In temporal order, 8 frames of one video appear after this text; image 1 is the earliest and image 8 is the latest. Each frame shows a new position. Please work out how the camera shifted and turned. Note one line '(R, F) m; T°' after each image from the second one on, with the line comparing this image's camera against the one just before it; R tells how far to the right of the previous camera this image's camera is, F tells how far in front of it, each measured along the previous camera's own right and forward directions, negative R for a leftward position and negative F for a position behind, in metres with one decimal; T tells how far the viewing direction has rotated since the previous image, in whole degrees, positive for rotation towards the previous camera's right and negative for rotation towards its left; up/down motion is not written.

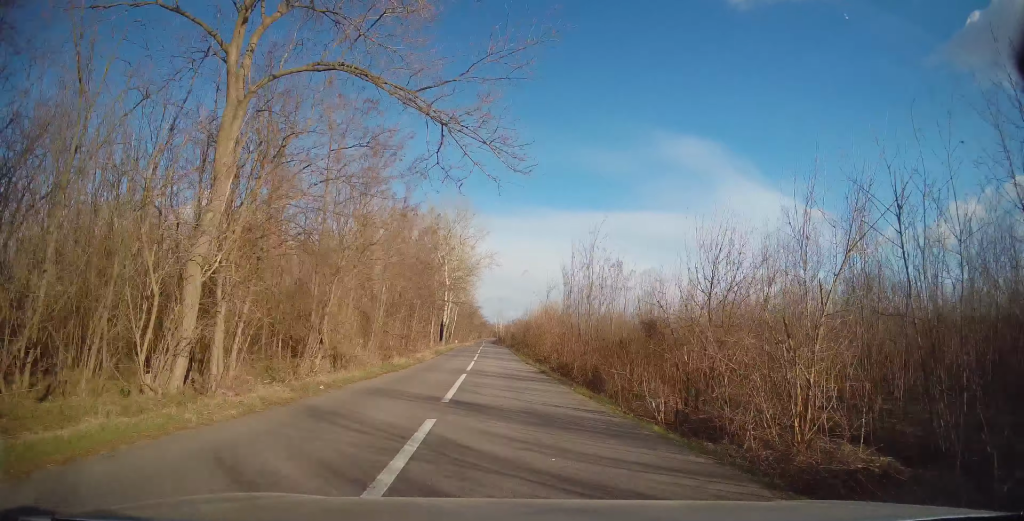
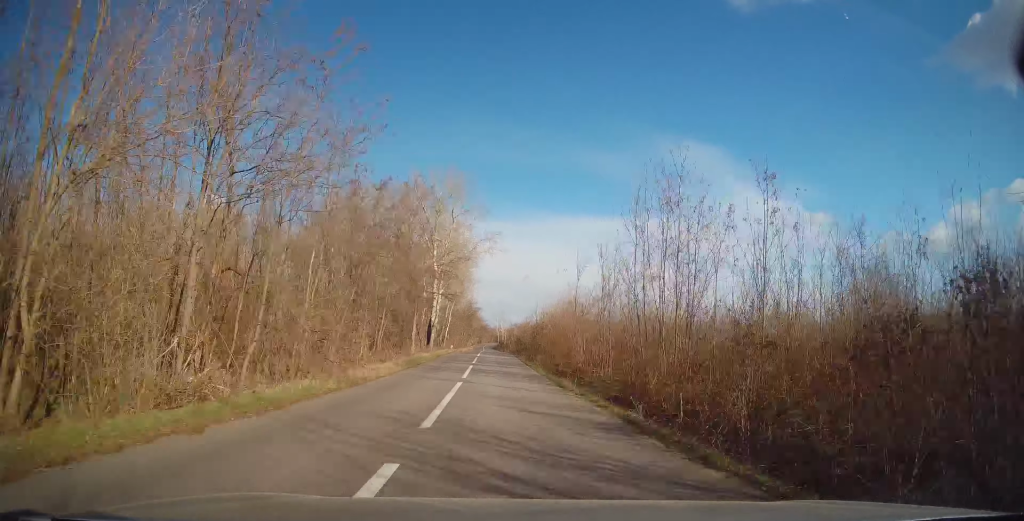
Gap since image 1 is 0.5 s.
(0.0, +14.3) m; 0°
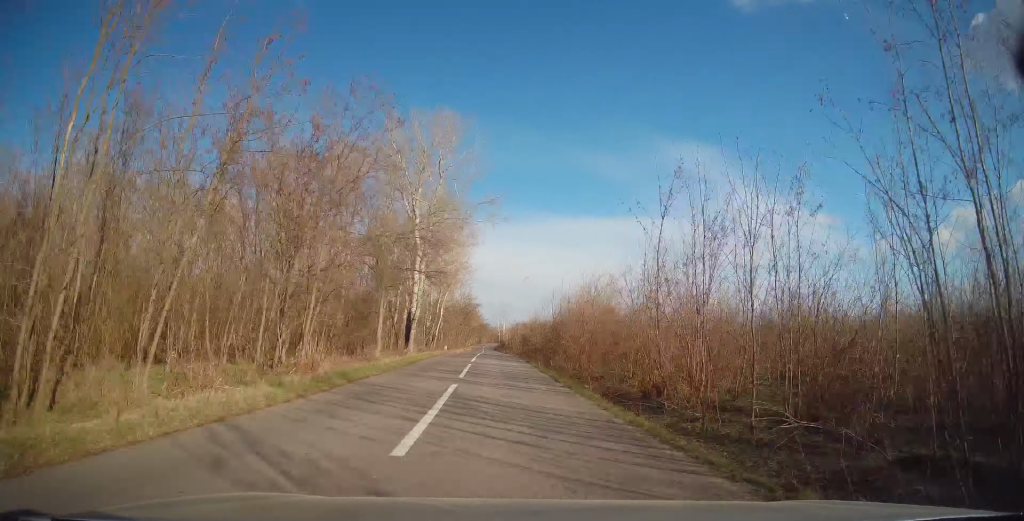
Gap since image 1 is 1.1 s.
(-0.3, +14.8) m; 0°
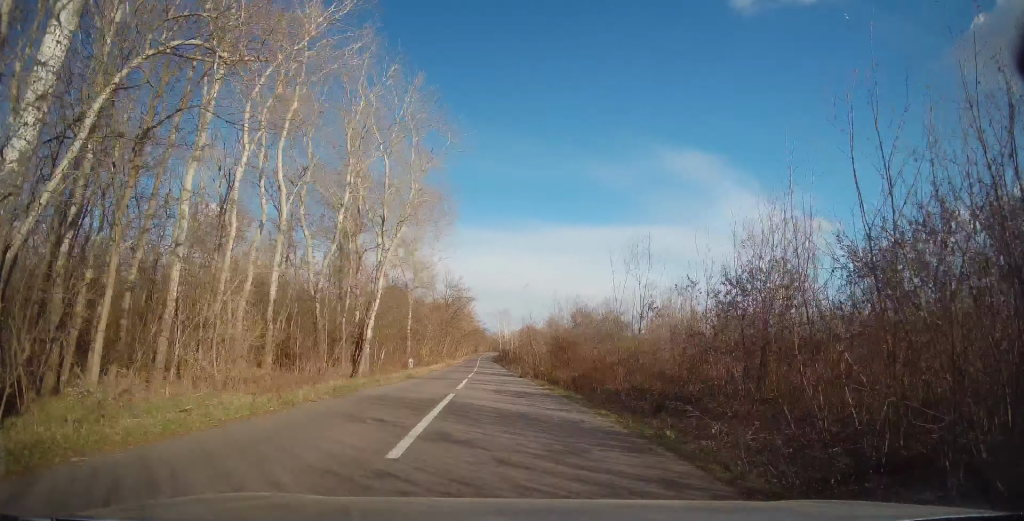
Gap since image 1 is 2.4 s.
(+0.3, +35.4) m; 0°
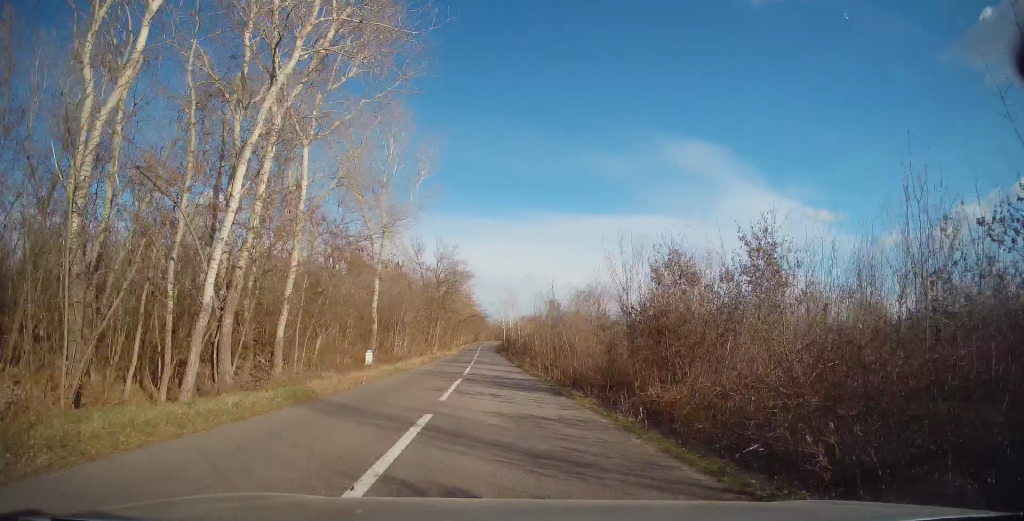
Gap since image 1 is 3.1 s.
(-0.3, +18.1) m; -1°
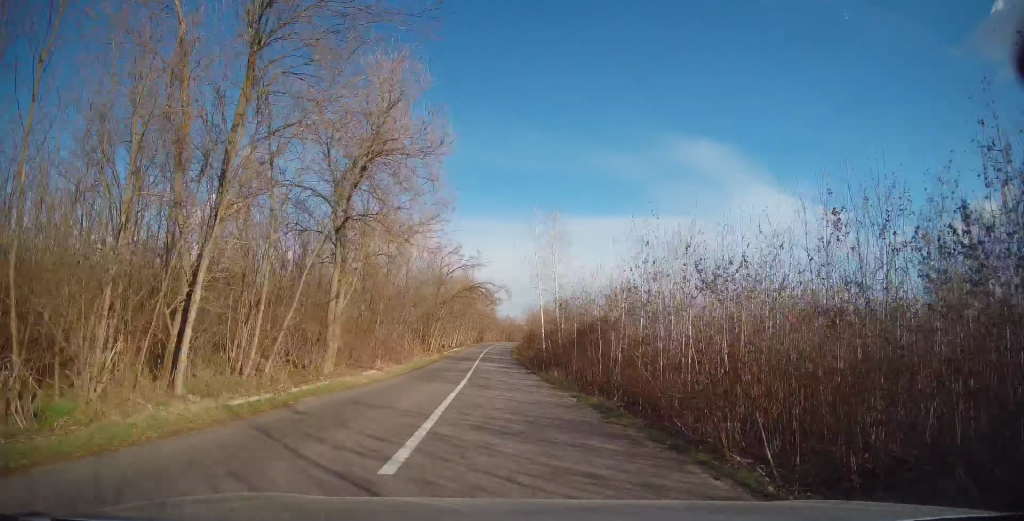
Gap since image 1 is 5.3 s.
(+0.8, +55.7) m; +1°
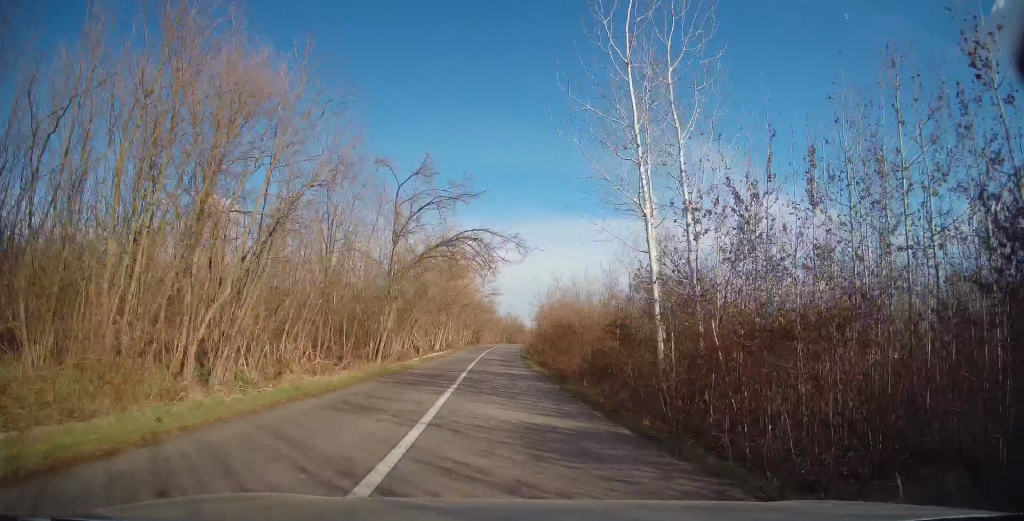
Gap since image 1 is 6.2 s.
(-0.6, +25.3) m; -1°
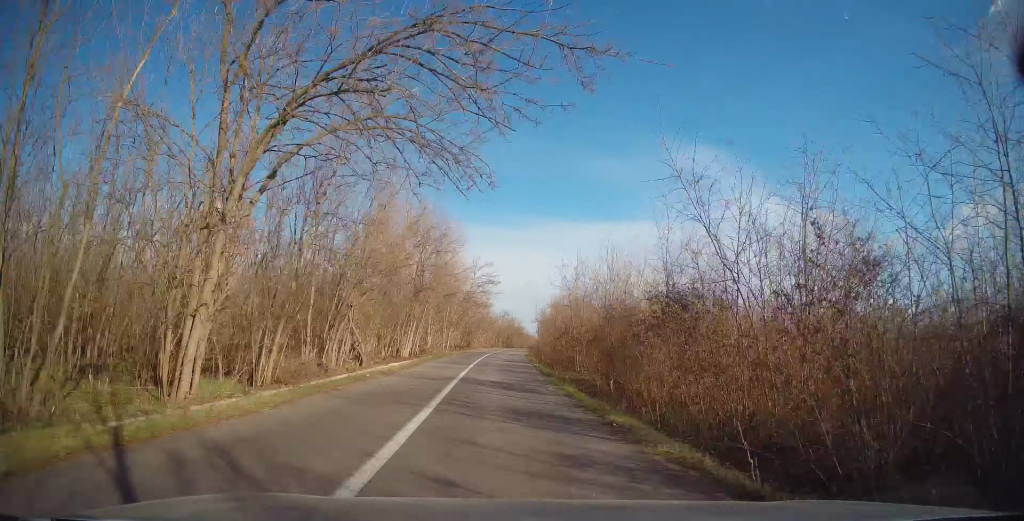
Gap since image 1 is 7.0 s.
(+0.1, +20.5) m; +1°
